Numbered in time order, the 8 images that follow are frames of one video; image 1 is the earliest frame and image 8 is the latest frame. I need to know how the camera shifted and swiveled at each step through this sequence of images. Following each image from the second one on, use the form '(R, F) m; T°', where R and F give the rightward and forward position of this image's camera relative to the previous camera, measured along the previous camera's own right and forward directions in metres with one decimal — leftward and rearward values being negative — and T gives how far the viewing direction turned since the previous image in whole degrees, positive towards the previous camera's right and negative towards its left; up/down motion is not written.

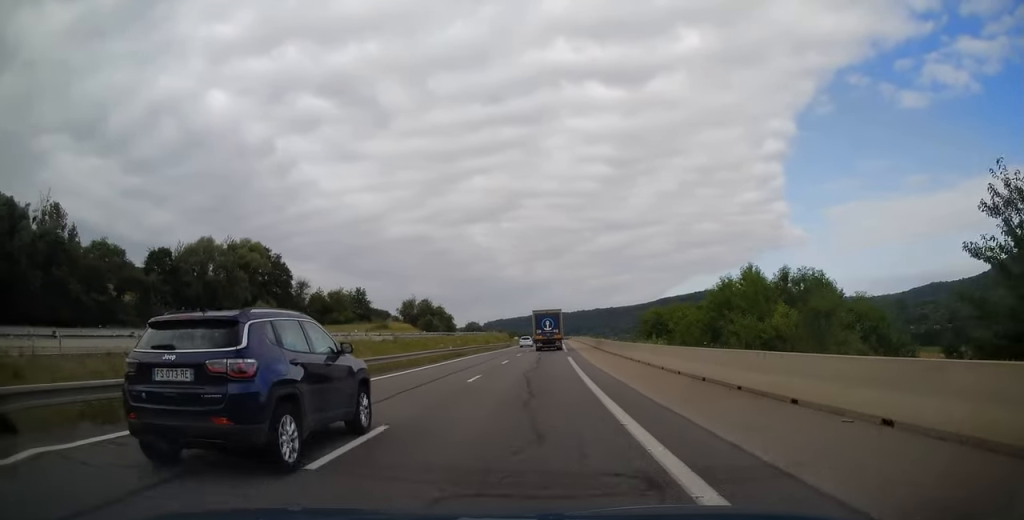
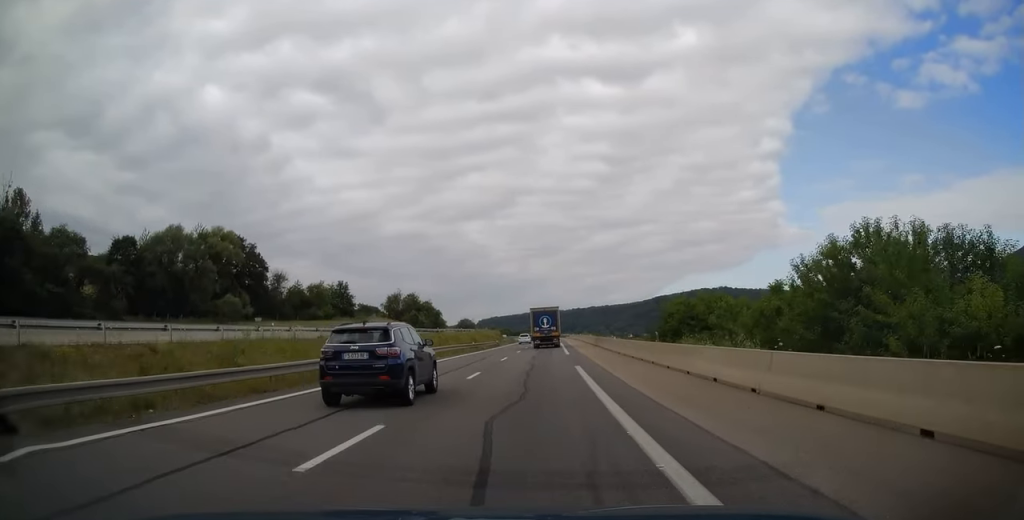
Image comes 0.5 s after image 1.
(+0.3, +13.1) m; 0°
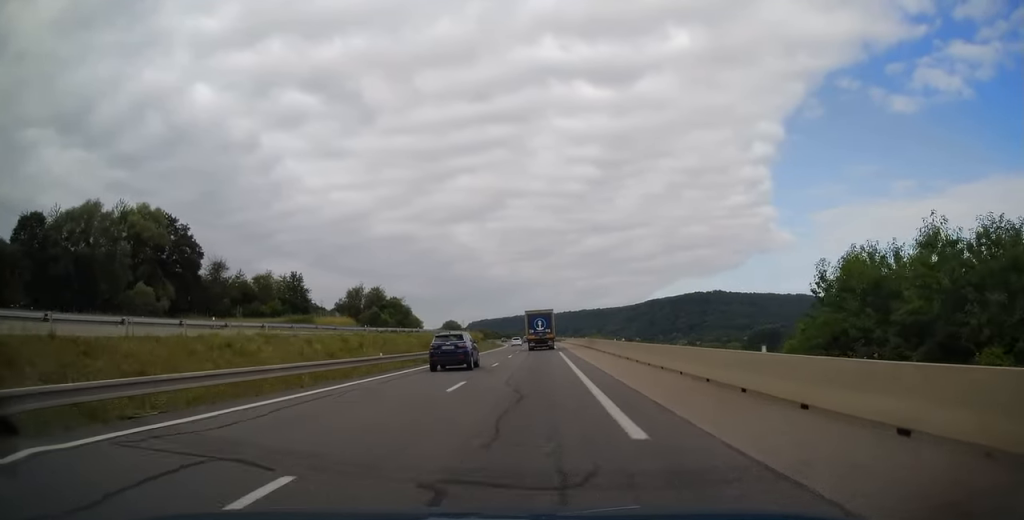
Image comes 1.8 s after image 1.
(-0.2, +29.3) m; +1°
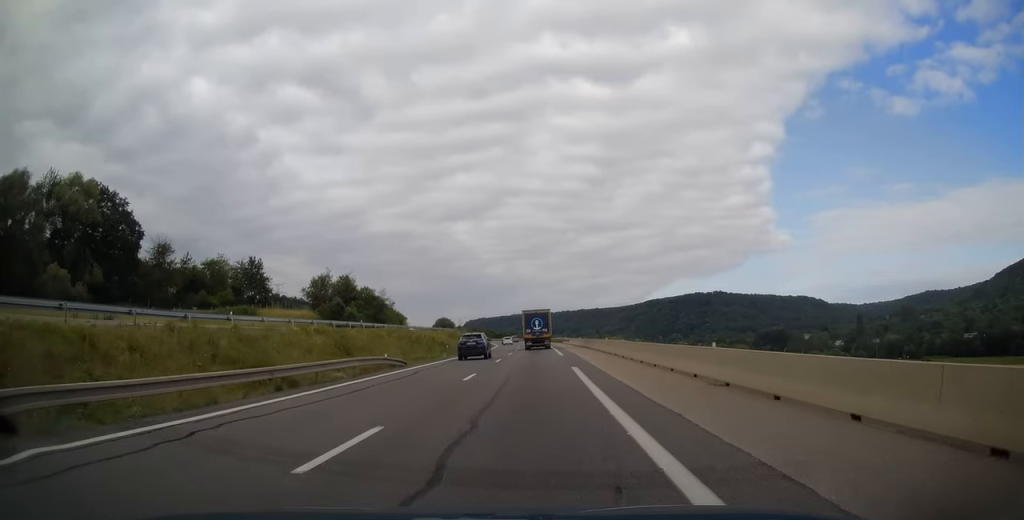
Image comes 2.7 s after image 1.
(+0.6, +22.6) m; +1°
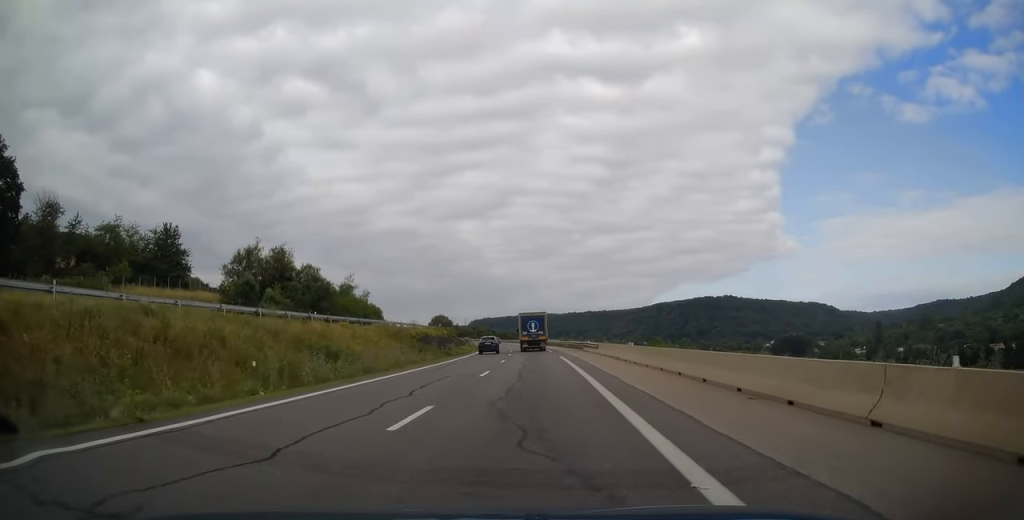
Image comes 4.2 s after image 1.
(-0.6, +36.0) m; -1°
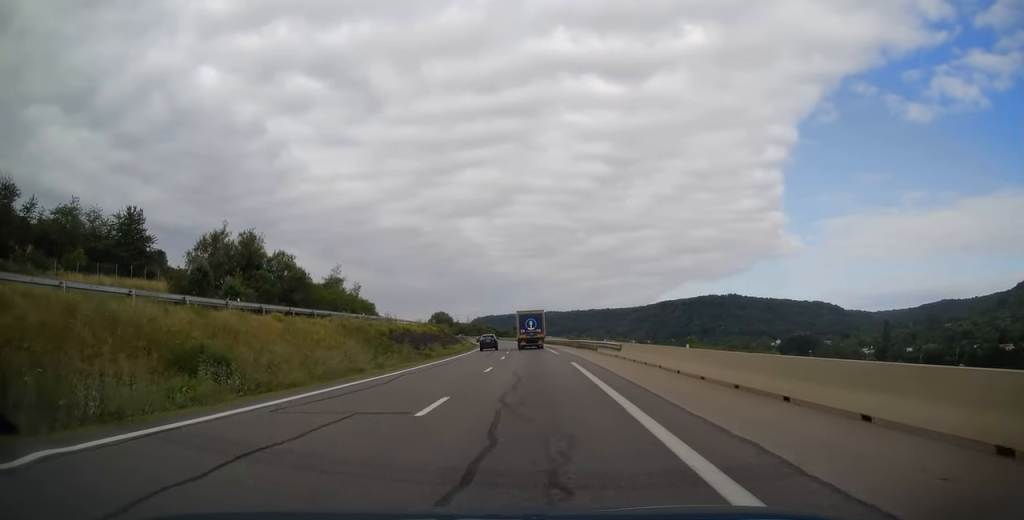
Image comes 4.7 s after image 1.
(0.0, +11.5) m; 0°
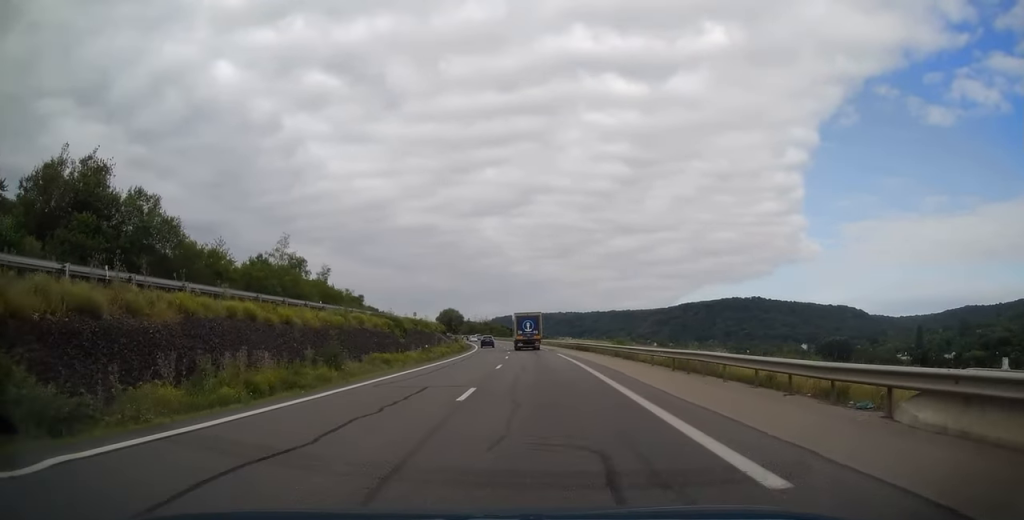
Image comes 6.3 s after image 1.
(-0.7, +36.5) m; -1°
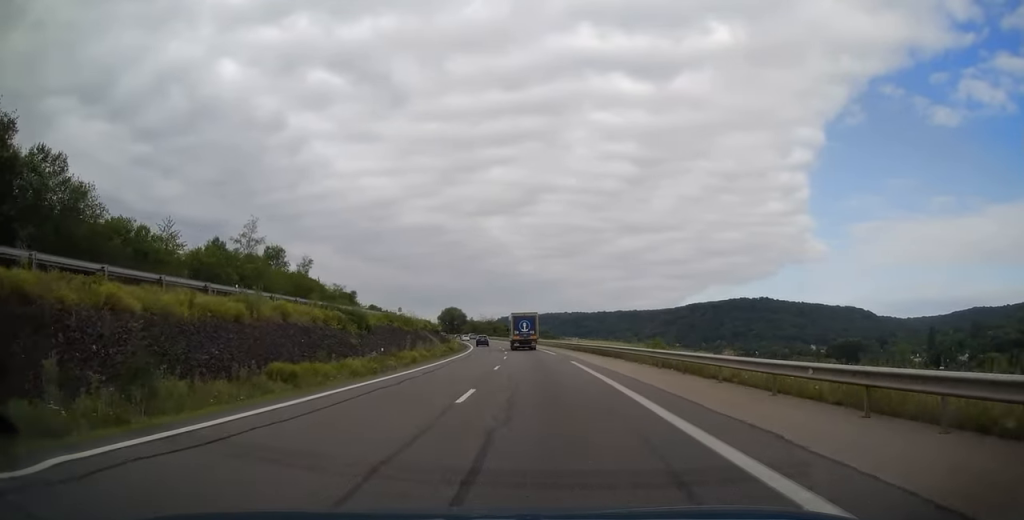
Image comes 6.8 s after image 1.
(0.0, +13.5) m; -1°
